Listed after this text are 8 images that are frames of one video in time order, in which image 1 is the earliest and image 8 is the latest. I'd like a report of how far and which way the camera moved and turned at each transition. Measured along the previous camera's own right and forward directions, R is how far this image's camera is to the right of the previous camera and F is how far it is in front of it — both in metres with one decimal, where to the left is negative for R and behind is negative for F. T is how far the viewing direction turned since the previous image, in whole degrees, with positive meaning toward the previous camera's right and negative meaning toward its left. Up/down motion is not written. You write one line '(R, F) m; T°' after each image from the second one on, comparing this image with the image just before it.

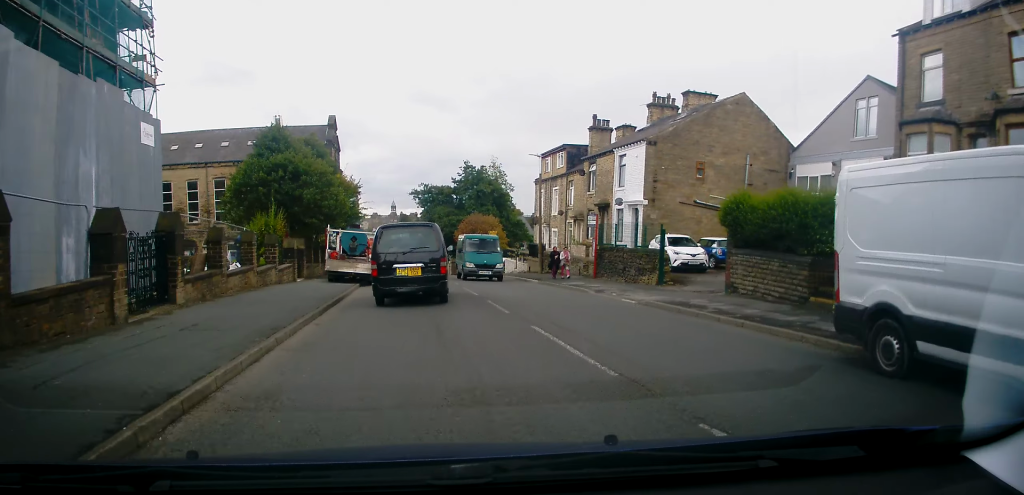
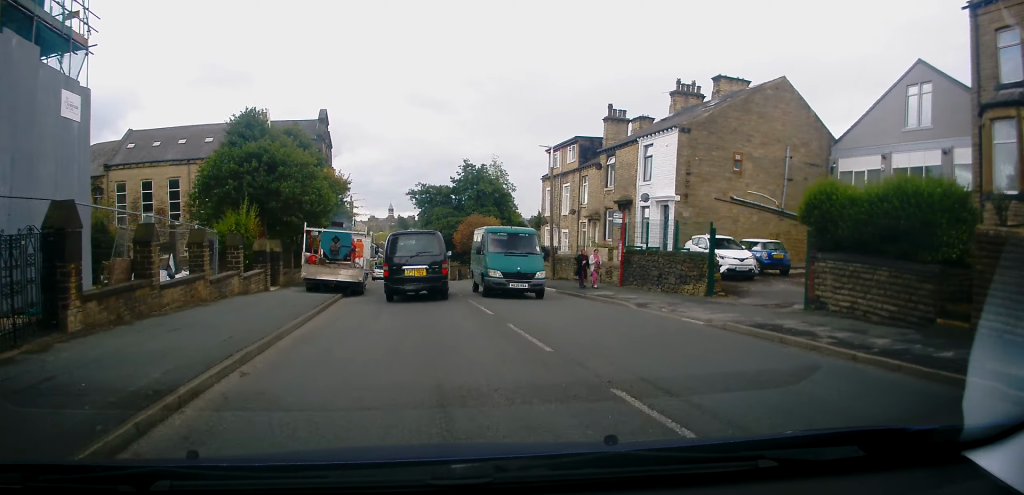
(+0.1, +4.2) m; +1°
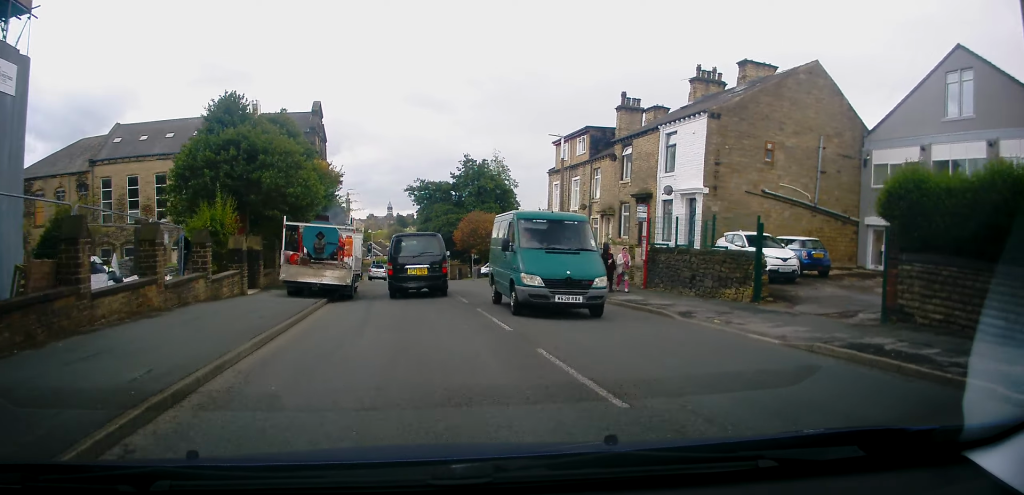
(0.0, +2.7) m; 0°
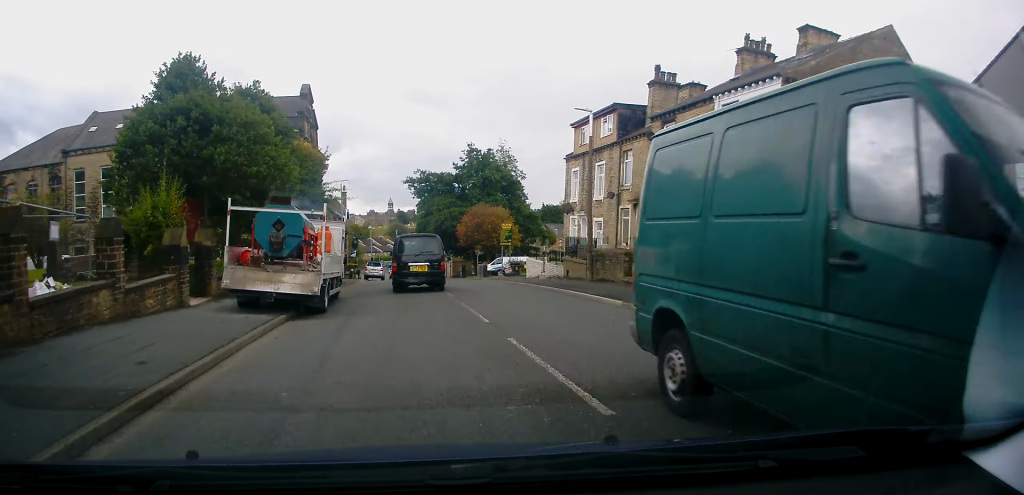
(0.0, +4.9) m; -1°
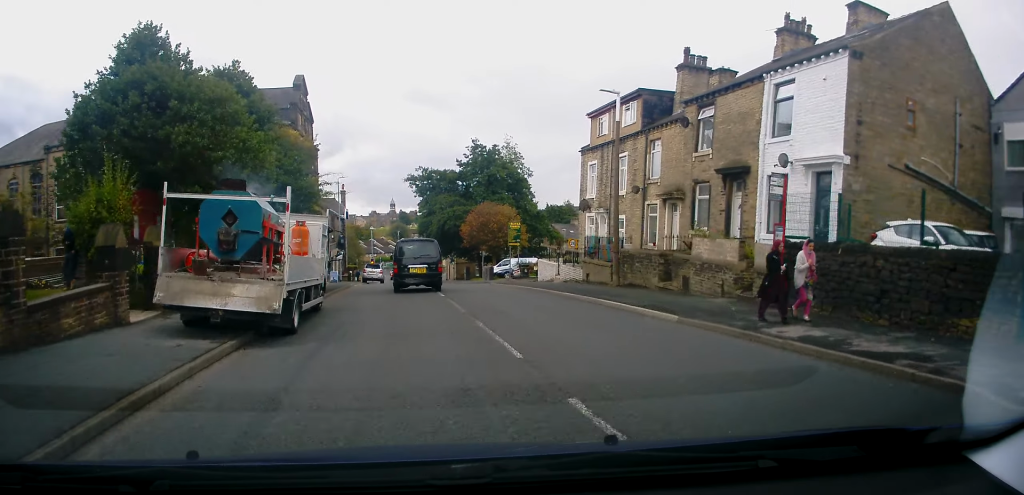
(0.0, +3.3) m; -1°
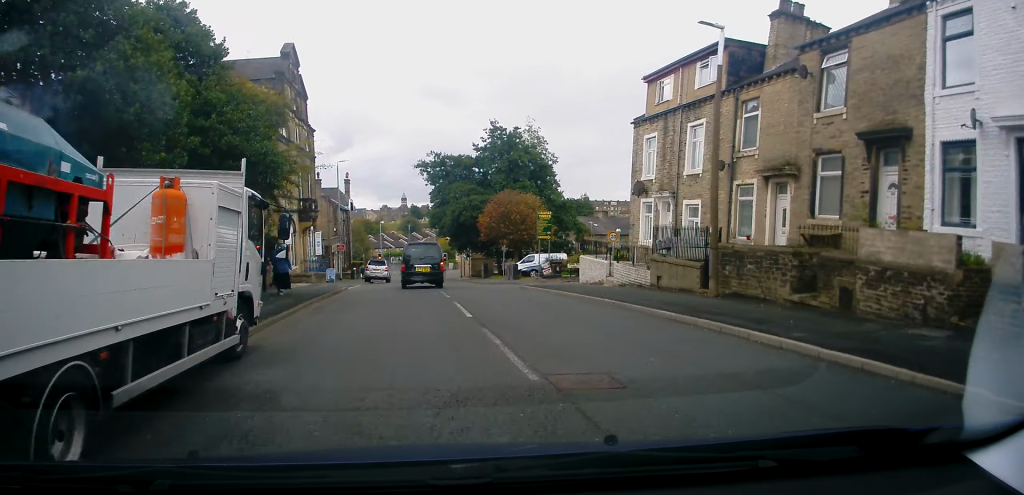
(-0.1, +7.1) m; -1°
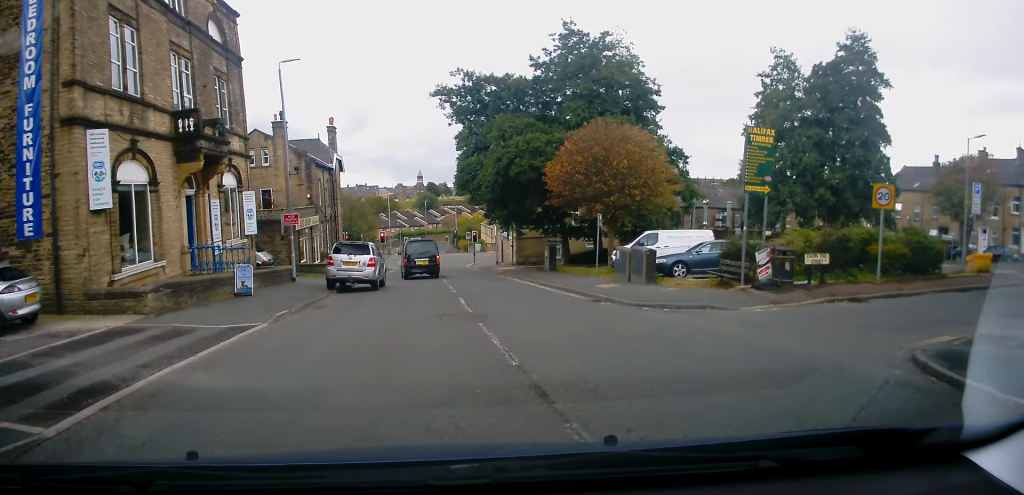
(-0.4, +23.1) m; -1°
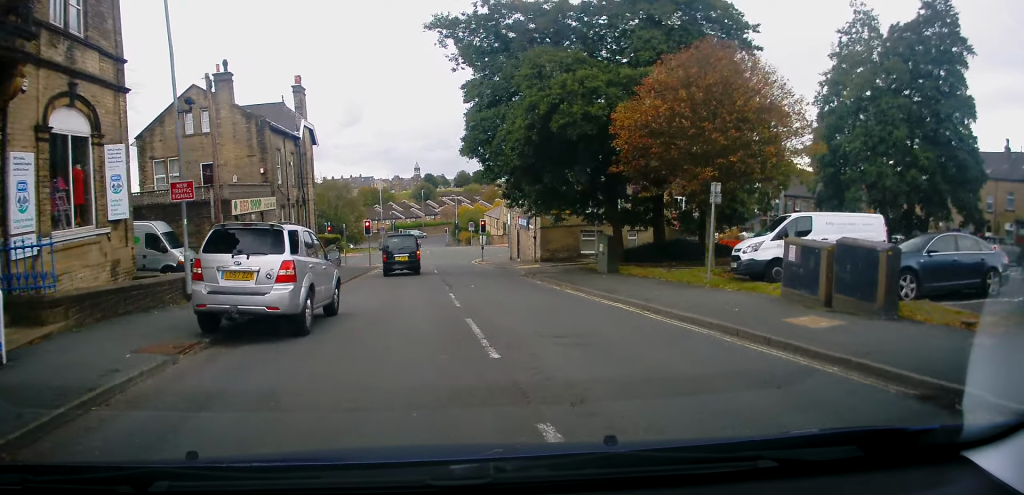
(-0.1, +11.7) m; -1°
